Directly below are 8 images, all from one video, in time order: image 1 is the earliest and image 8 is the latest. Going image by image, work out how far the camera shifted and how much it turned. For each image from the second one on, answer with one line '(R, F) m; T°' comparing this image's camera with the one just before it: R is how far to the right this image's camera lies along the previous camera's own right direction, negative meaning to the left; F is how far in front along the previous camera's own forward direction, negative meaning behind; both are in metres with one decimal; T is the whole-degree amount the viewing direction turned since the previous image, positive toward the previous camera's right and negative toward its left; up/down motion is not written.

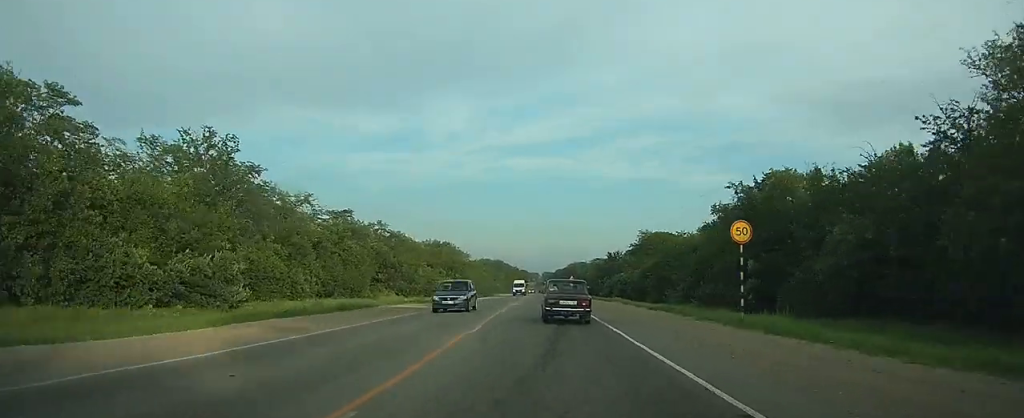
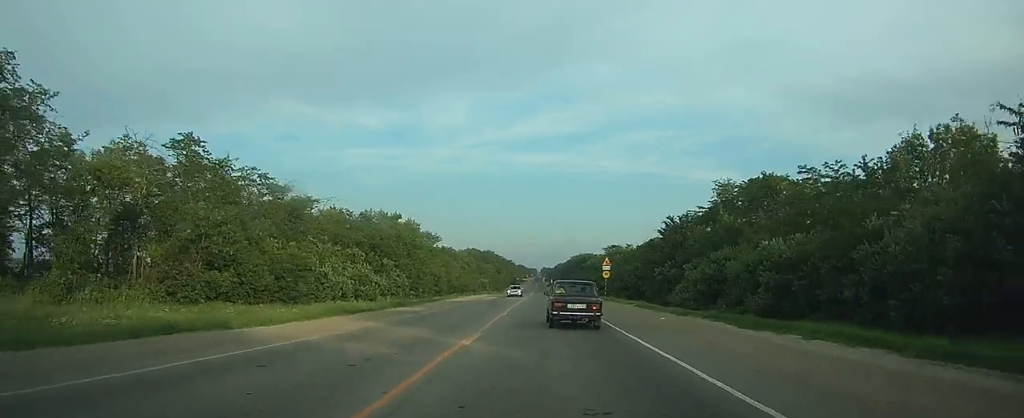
(0.0, +61.4) m; 0°
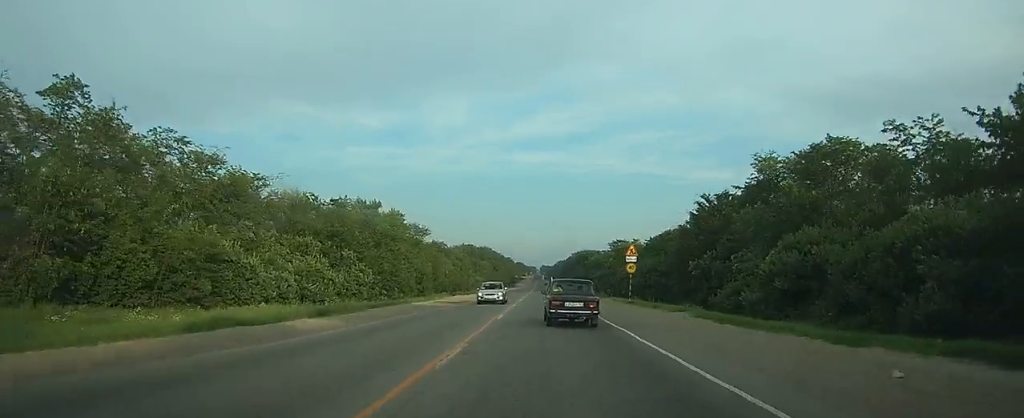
(0.0, +14.8) m; 0°
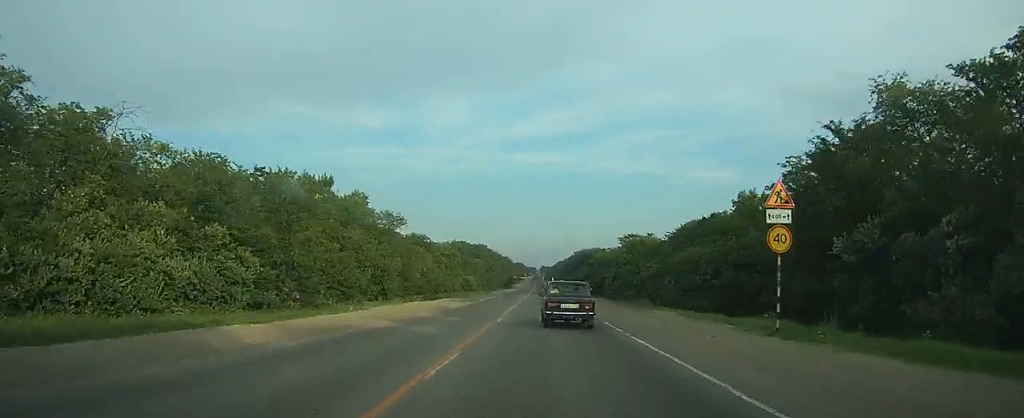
(0.0, +24.6) m; 0°
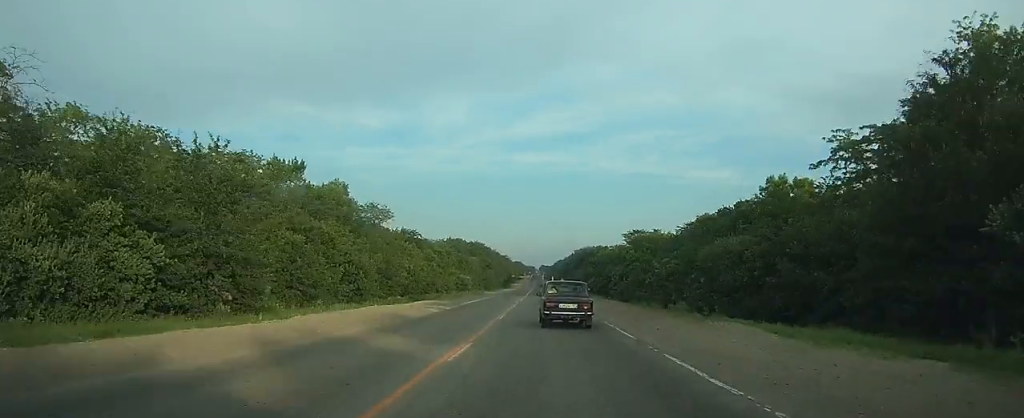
(0.0, +9.9) m; 0°
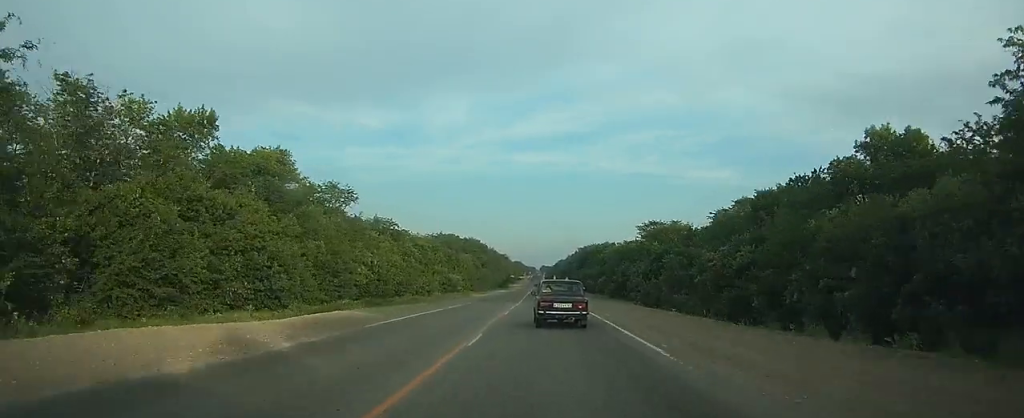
(0.0, +21.3) m; 0°
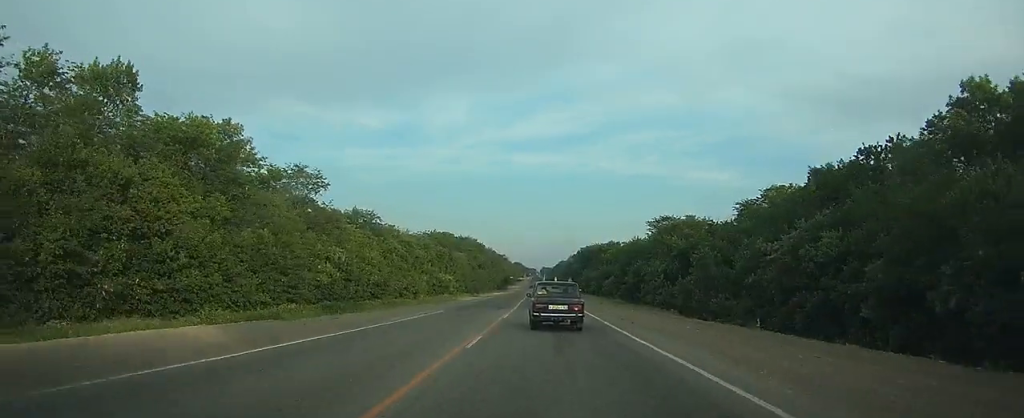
(0.0, +12.1) m; 0°
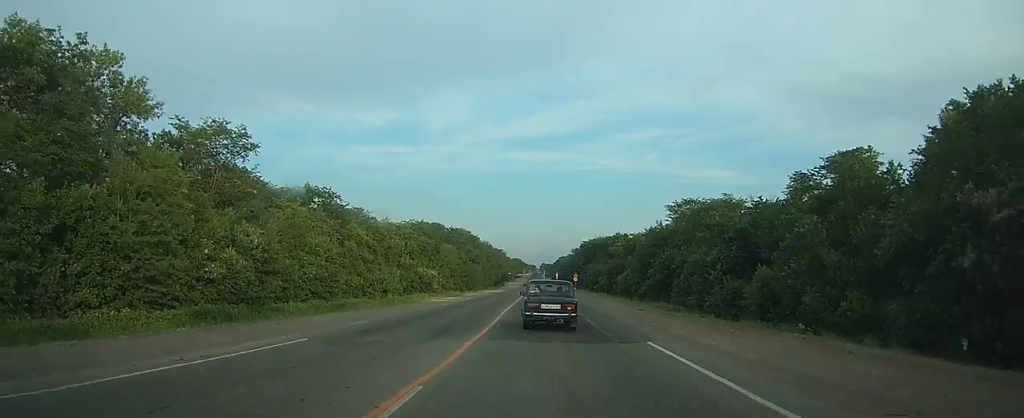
(0.0, +19.4) m; 0°
